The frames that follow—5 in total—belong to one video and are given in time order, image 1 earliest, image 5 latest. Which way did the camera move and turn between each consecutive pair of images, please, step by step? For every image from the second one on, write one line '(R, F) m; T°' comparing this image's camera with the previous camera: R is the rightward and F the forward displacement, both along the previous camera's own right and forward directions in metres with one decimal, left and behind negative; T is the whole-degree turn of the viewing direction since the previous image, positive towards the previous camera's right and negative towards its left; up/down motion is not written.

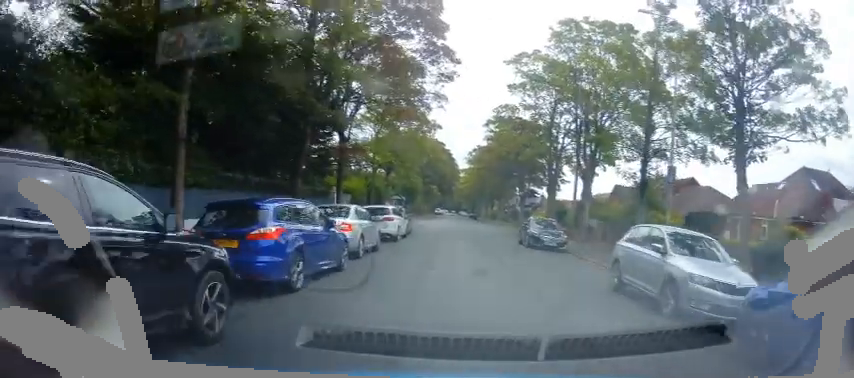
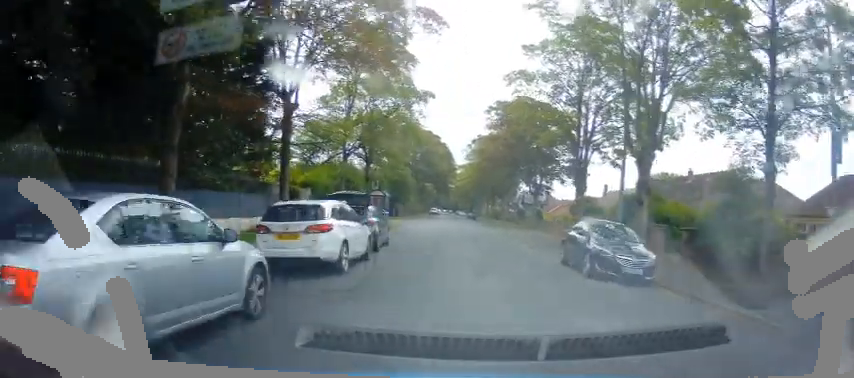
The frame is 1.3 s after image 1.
(+0.4, +9.7) m; 0°
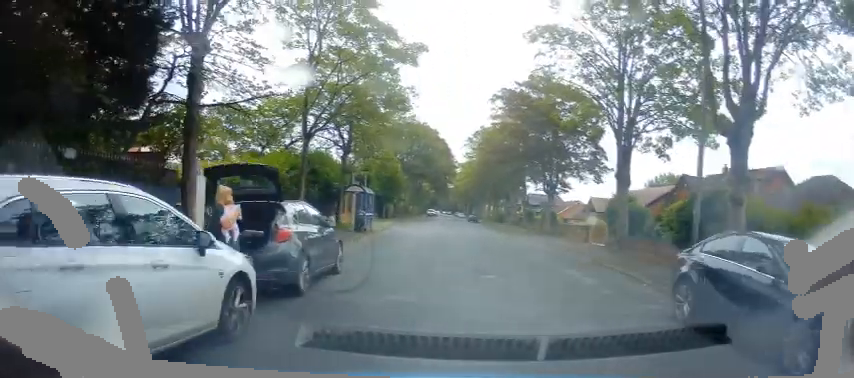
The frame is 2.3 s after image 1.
(-0.5, +8.4) m; -3°
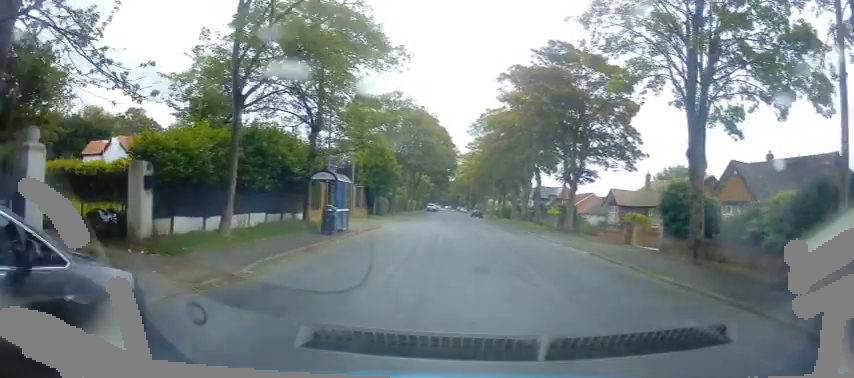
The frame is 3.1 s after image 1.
(0.0, +8.0) m; 0°
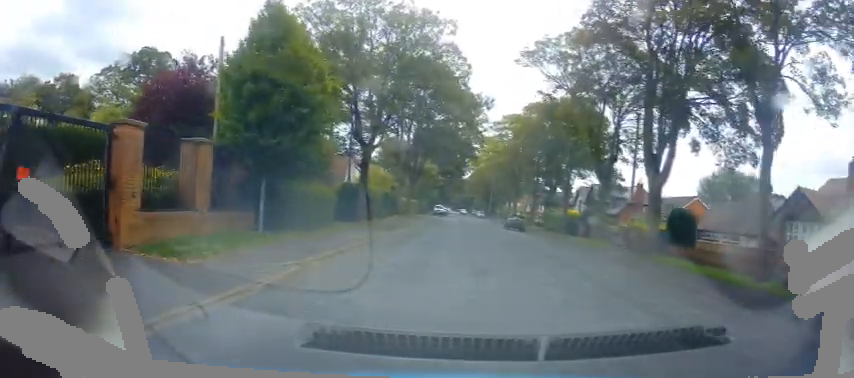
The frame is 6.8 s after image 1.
(0.0, +27.9) m; 0°
